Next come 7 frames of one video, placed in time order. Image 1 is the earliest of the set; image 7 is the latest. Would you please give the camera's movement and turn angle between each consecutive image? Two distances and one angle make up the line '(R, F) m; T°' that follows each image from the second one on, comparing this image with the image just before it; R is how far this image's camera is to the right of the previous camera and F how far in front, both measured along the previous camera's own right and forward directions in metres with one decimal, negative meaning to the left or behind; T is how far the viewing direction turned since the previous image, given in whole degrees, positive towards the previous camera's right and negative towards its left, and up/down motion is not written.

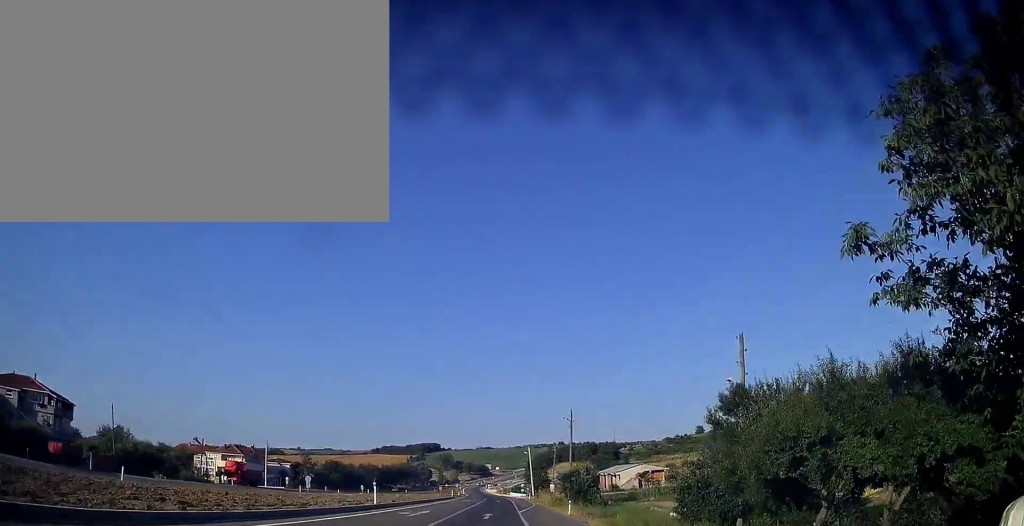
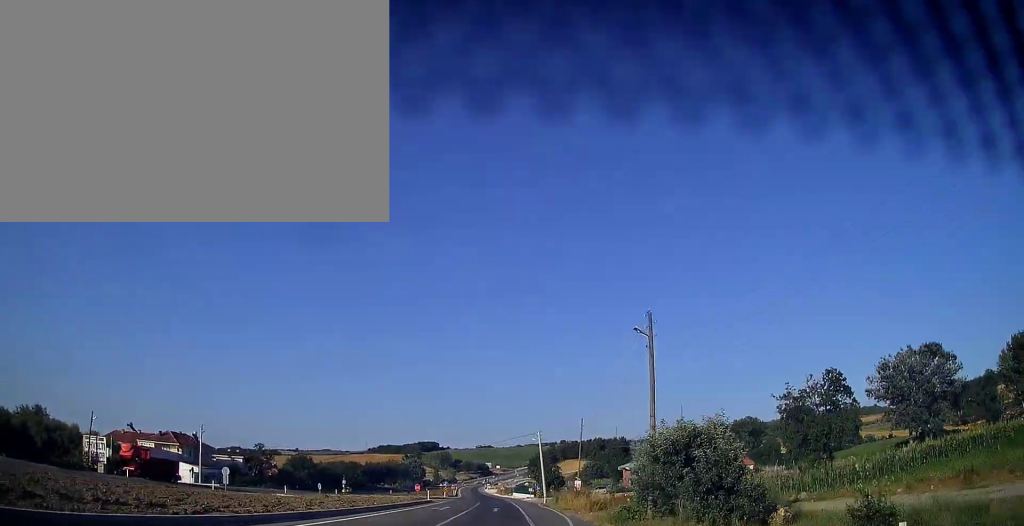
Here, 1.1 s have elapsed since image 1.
(+0.3, +30.2) m; 0°
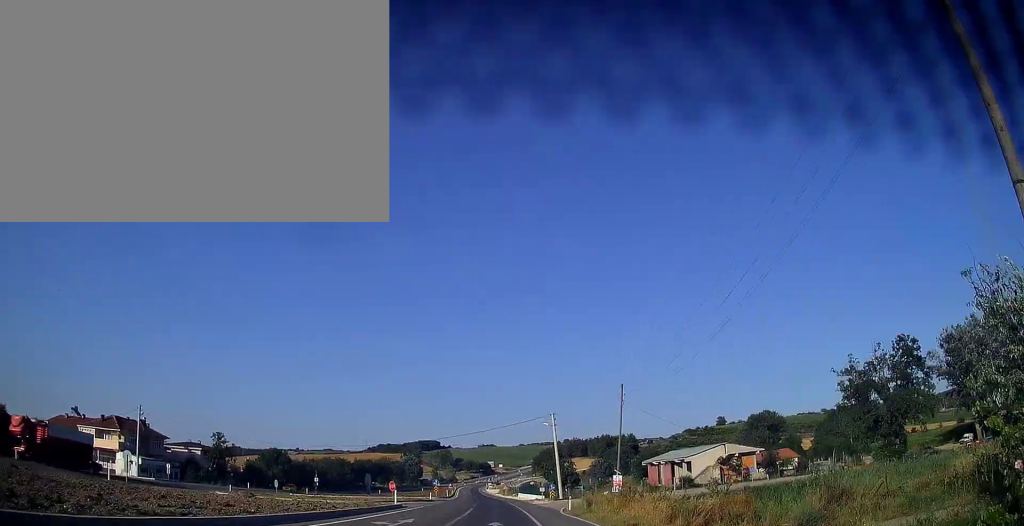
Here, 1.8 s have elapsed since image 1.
(-0.1, +20.1) m; 0°
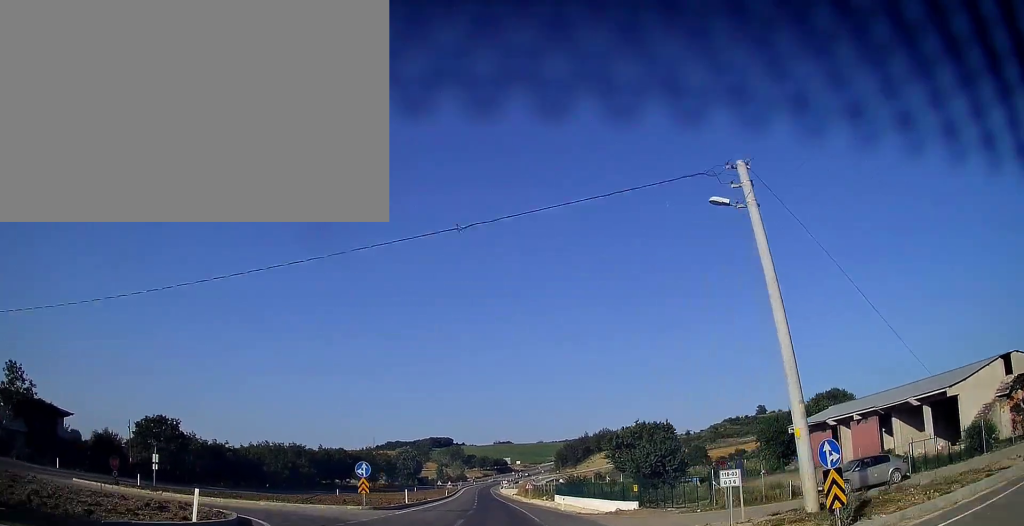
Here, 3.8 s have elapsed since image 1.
(-0.5, +52.7) m; -1°
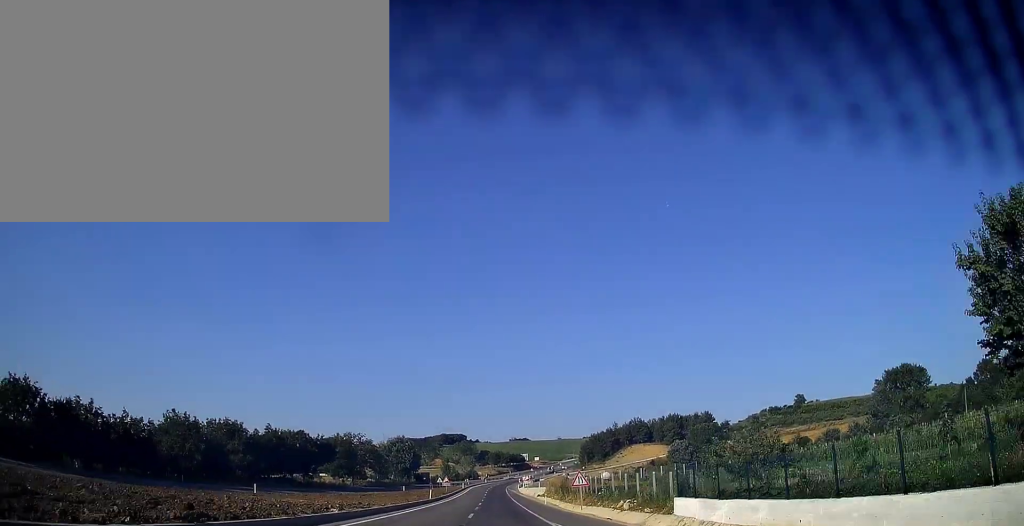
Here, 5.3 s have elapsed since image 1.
(-0.6, +41.5) m; -1°
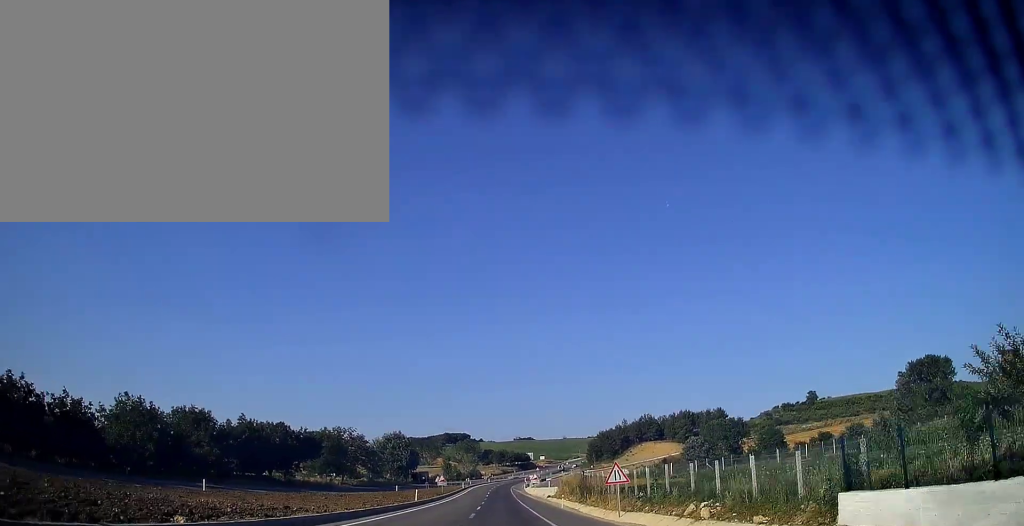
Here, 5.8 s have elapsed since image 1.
(-0.1, +12.6) m; 0°
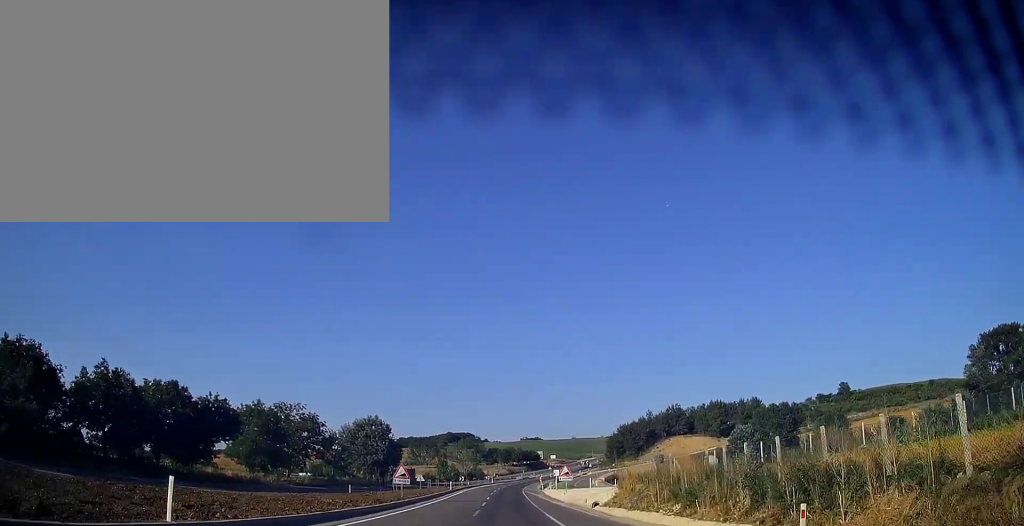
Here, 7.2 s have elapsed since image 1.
(-0.5, +37.7) m; -1°
